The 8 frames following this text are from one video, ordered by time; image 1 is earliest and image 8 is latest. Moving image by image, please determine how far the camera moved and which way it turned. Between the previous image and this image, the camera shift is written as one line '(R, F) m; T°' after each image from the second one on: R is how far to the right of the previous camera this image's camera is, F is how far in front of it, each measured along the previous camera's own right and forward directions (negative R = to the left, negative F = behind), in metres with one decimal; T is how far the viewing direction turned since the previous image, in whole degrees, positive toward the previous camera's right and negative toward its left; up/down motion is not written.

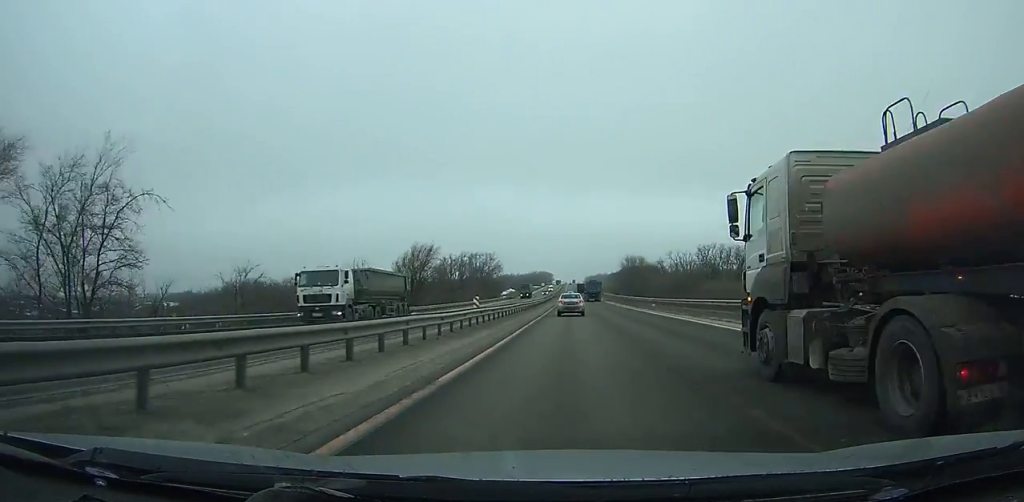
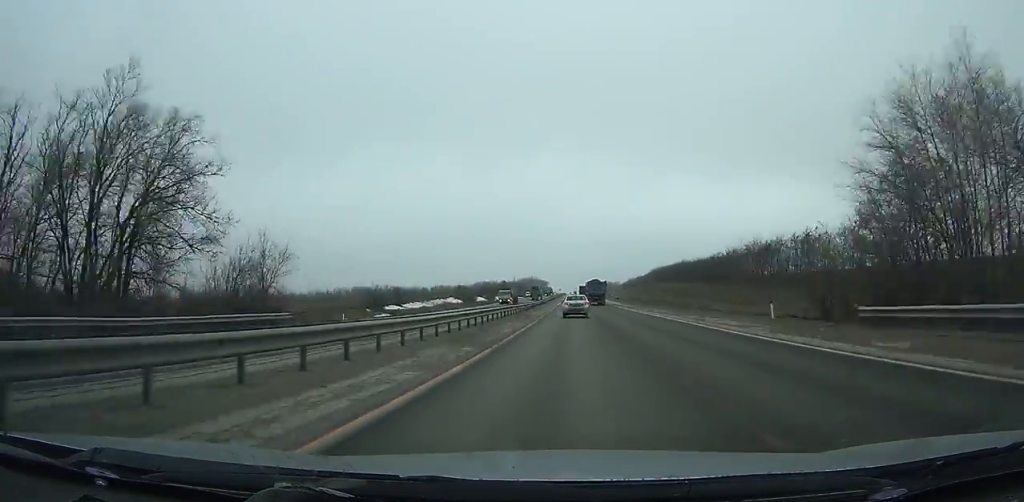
(-0.2, +144.0) m; 0°
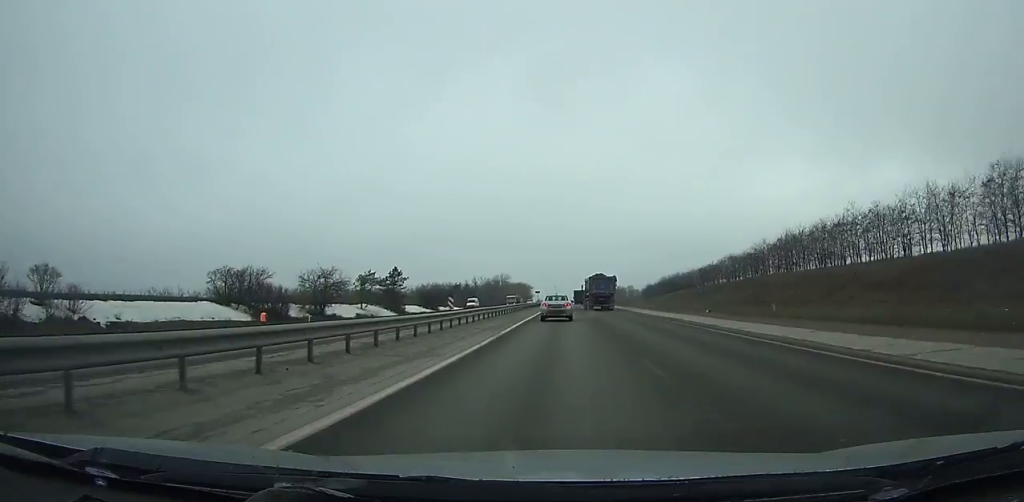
(-0.2, +136.7) m; 0°
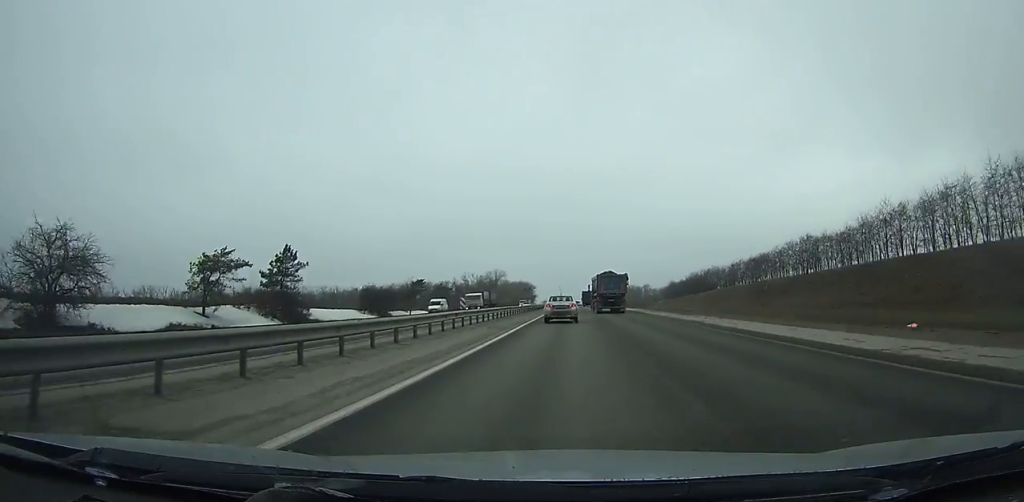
(-0.1, +38.3) m; 0°
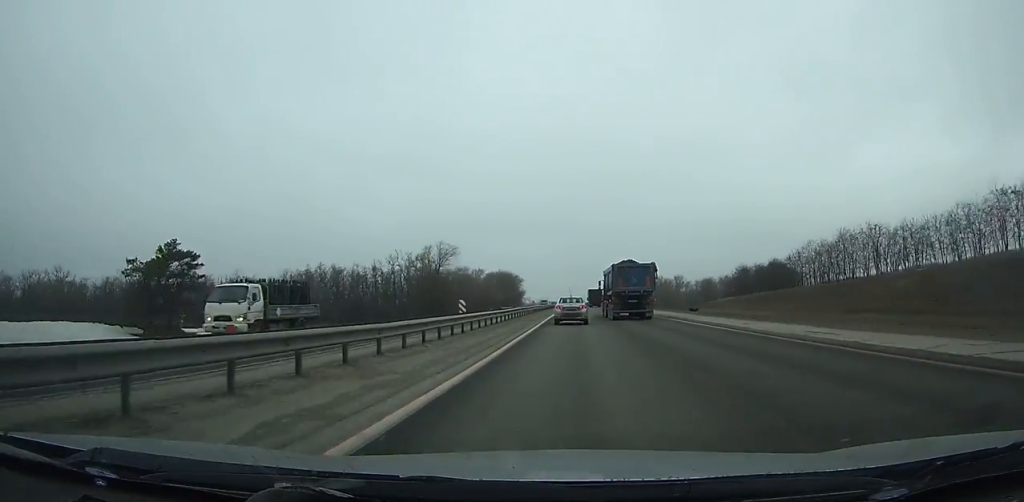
(-0.2, +83.9) m; 0°
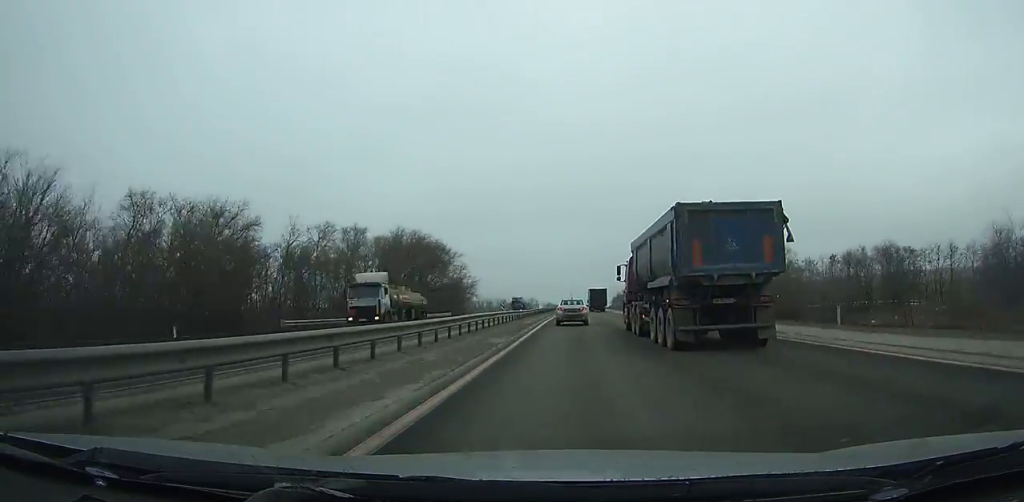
(+0.2, +107.3) m; 0°
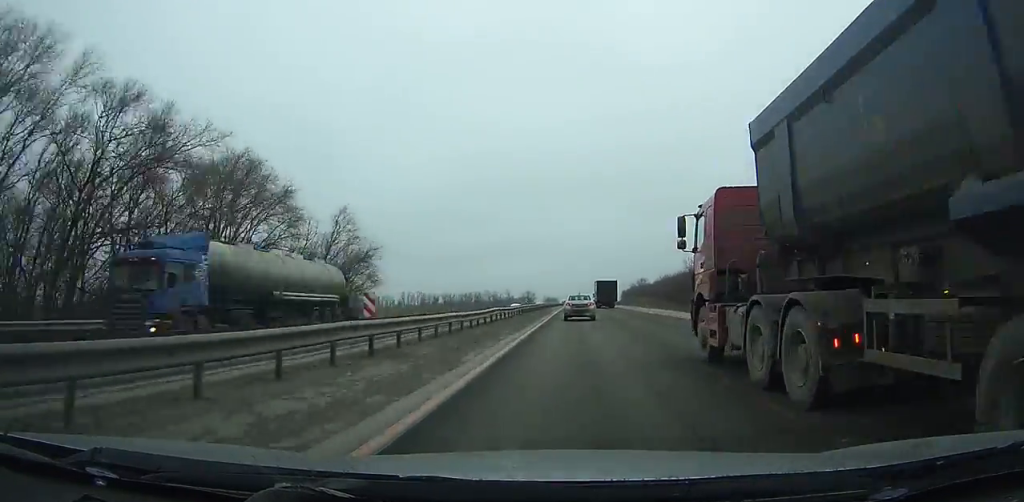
(-0.1, +64.2) m; 0°
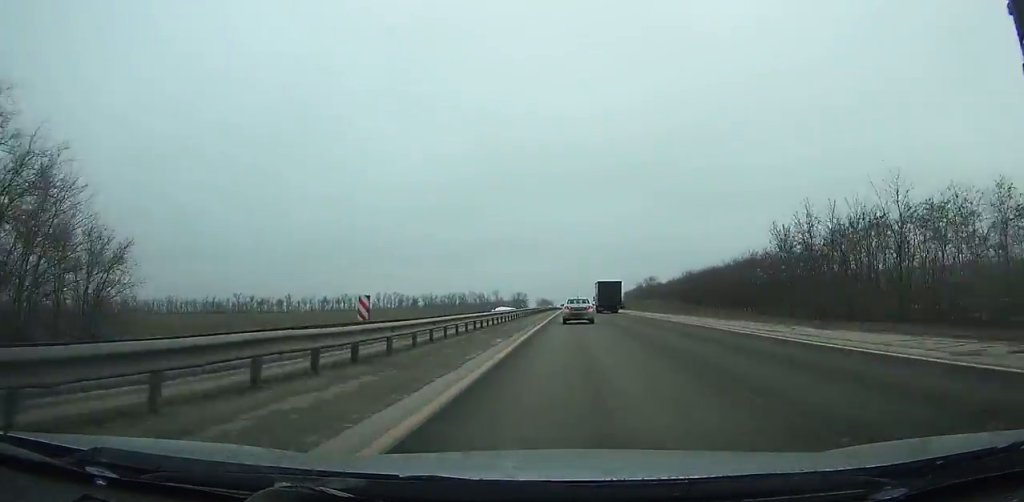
(-0.2, +40.3) m; 0°
